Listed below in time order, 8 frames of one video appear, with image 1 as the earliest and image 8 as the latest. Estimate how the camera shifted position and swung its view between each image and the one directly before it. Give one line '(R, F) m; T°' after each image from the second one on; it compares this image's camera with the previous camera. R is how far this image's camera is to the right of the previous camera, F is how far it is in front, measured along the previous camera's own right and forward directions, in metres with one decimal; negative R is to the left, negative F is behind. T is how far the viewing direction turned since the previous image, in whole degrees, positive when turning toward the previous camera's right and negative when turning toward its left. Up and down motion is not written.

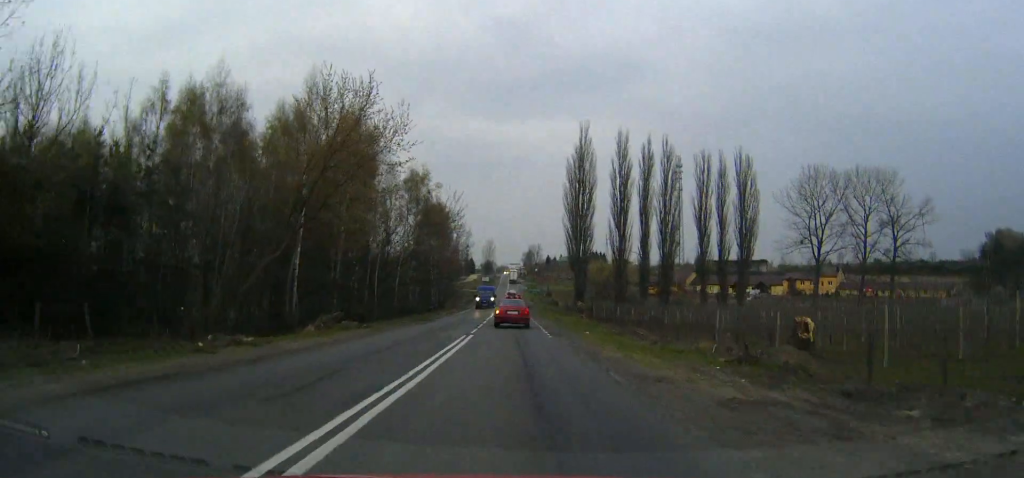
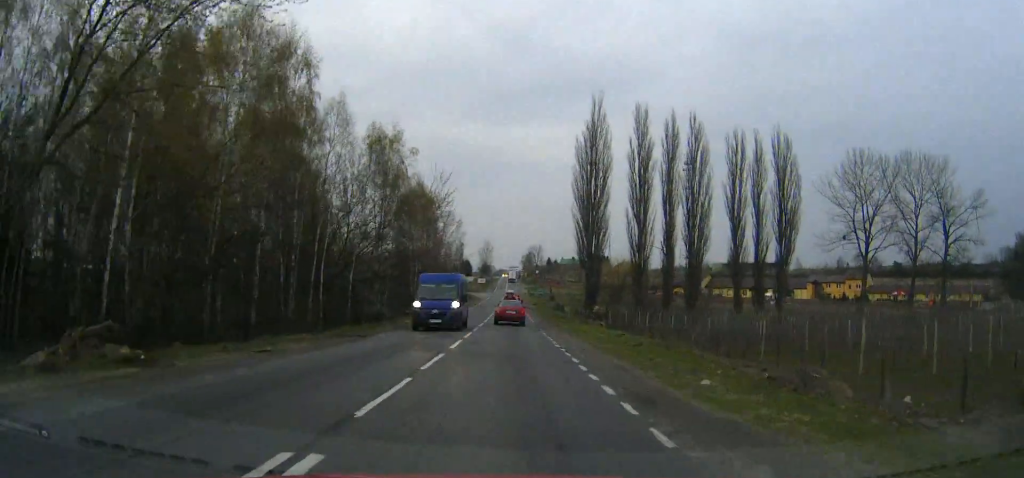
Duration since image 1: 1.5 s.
(+0.1, +20.9) m; 0°
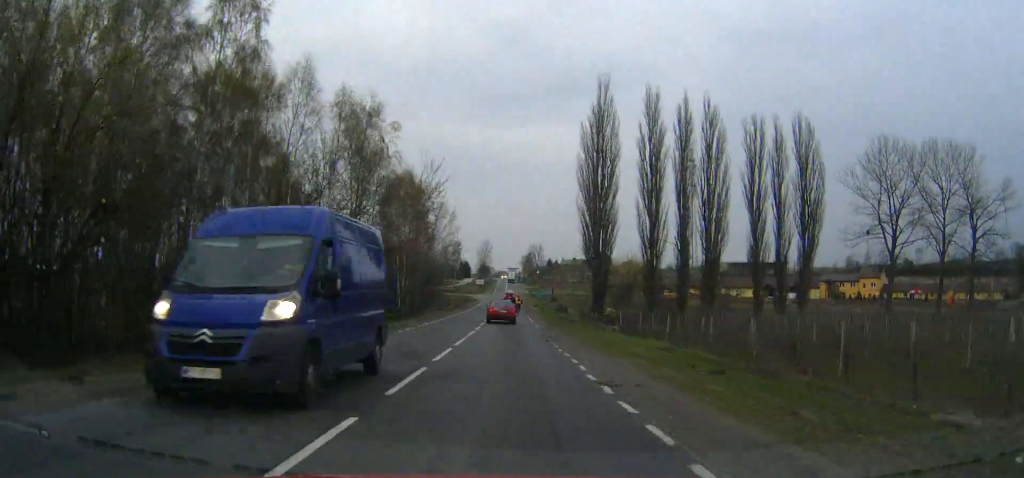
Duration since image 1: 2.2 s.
(-0.1, +9.7) m; 0°
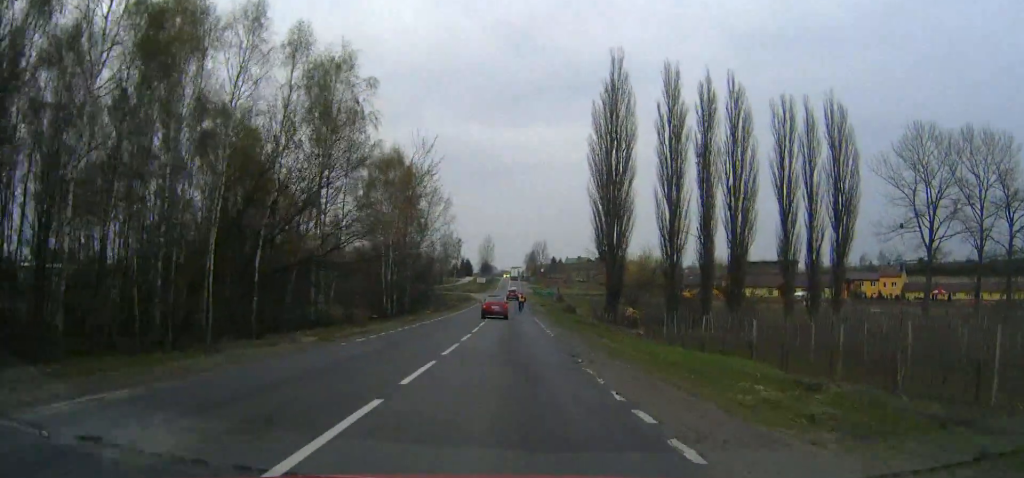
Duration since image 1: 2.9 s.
(0.0, +10.8) m; 0°
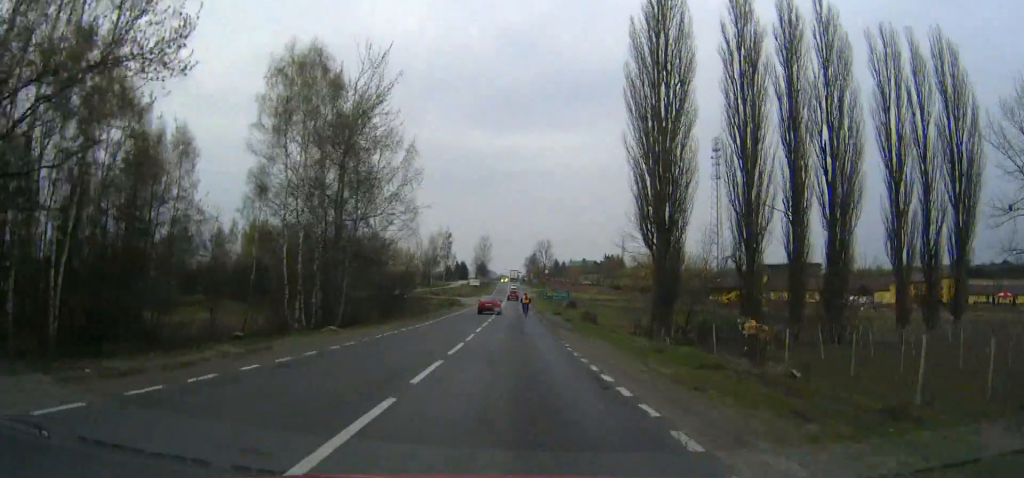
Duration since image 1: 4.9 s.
(-0.2, +29.6) m; 0°
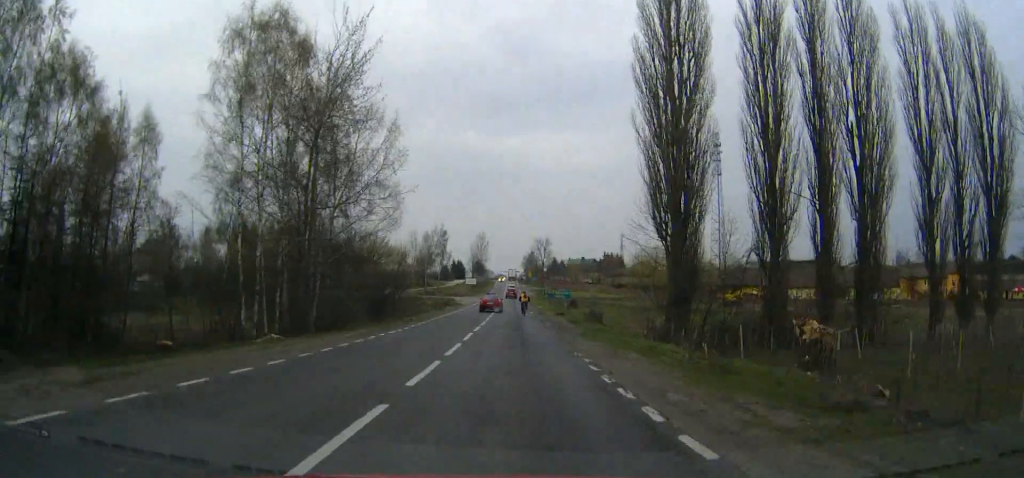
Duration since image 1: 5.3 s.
(0.0, +6.4) m; 0°
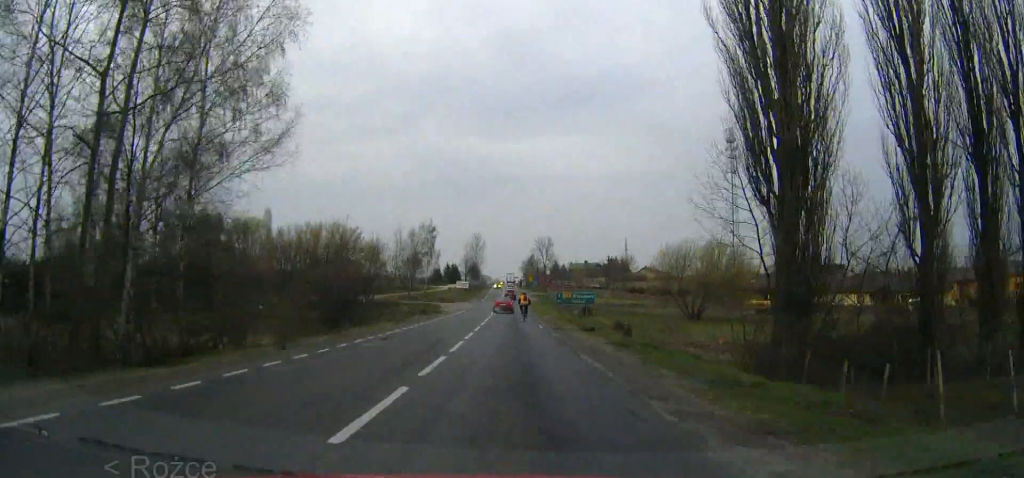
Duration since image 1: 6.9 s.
(+0.1, +22.0) m; 0°
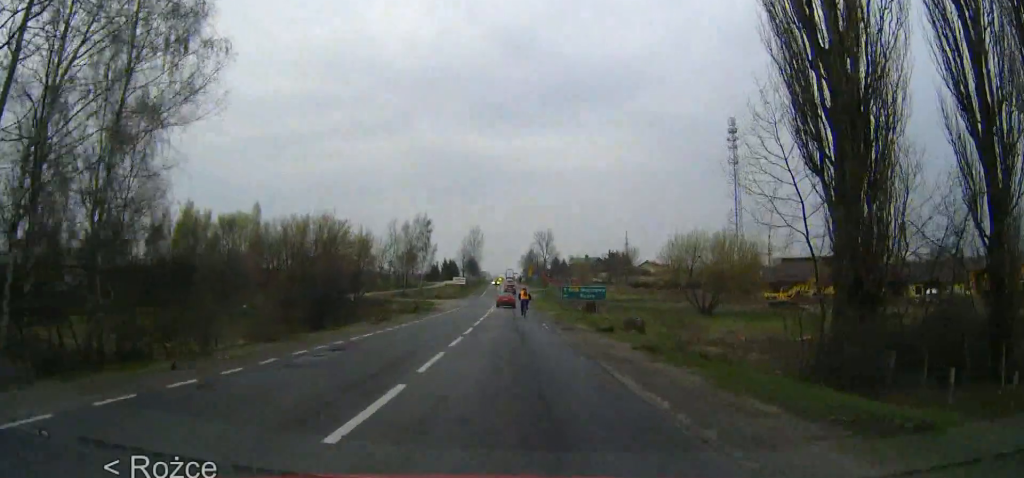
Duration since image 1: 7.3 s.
(0.0, +6.1) m; 0°
